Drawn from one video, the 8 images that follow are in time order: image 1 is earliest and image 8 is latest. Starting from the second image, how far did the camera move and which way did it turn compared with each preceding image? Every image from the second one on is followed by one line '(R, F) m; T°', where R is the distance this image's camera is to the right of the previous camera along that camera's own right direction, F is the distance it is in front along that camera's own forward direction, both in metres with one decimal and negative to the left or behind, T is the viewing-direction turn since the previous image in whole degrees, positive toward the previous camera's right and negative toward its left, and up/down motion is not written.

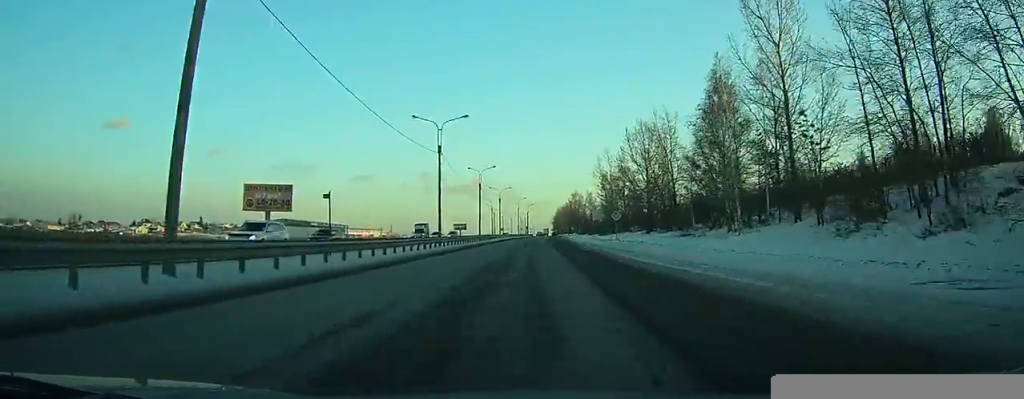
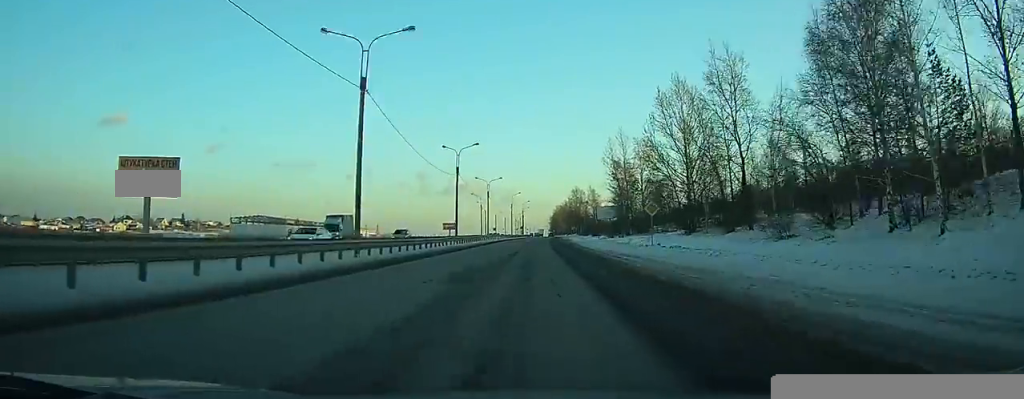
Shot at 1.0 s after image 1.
(-0.1, +22.2) m; -1°
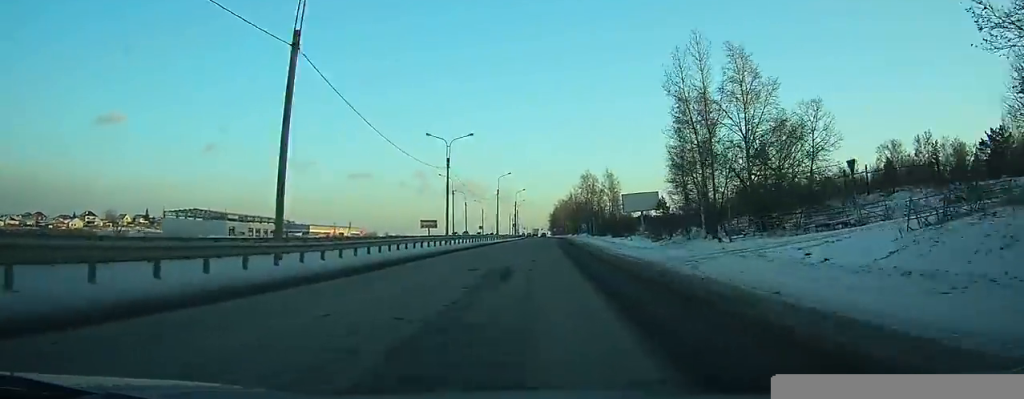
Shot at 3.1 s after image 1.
(-0.3, +45.5) m; 0°
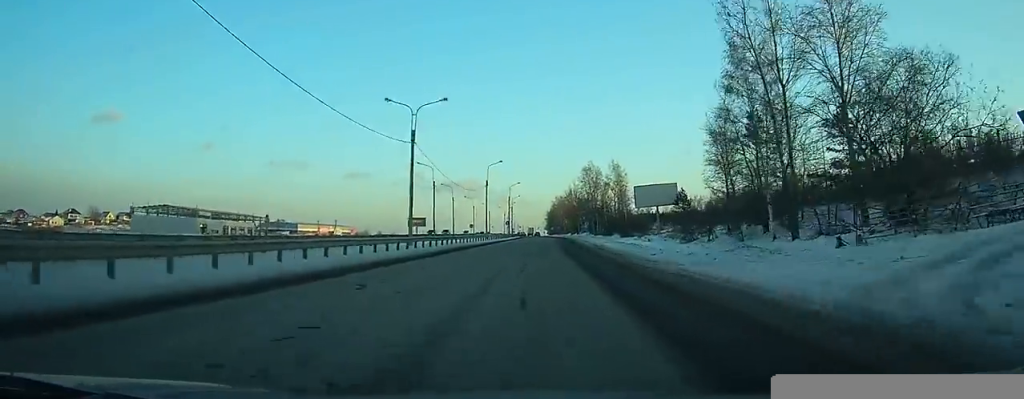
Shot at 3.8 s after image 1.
(0.0, +15.4) m; 0°
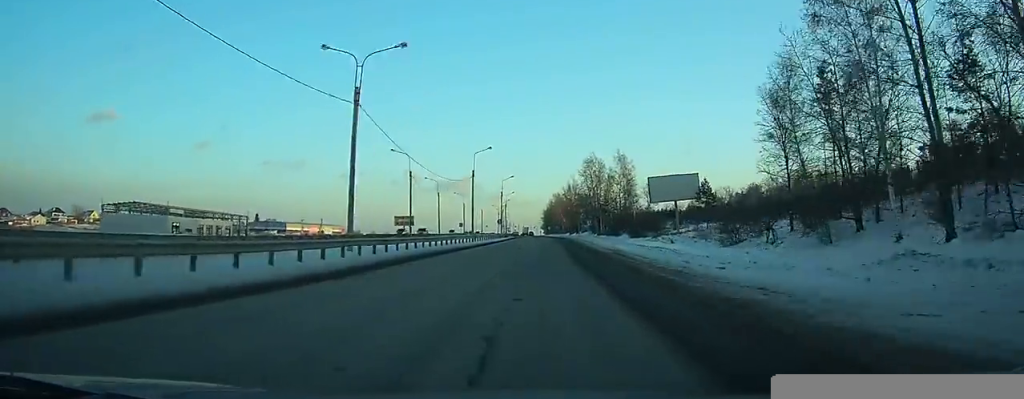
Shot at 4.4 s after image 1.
(-0.1, +13.1) m; 0°
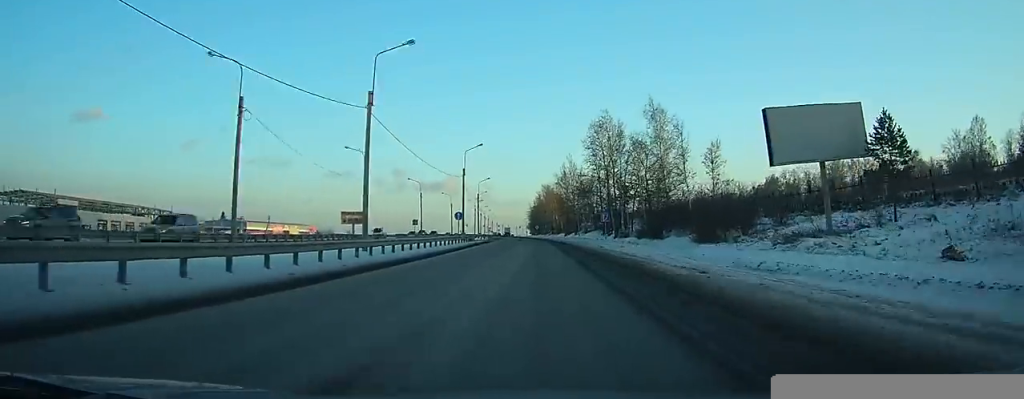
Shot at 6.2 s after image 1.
(+0.5, +39.1) m; +1°
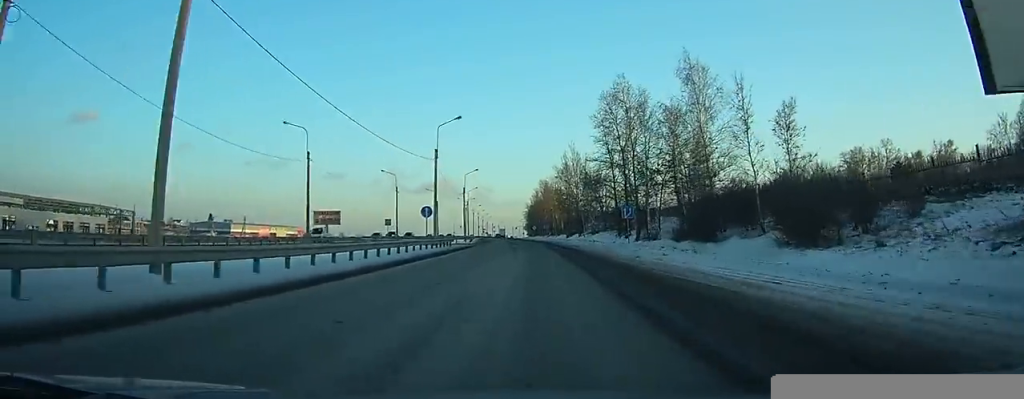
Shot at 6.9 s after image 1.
(+0.1, +16.6) m; 0°
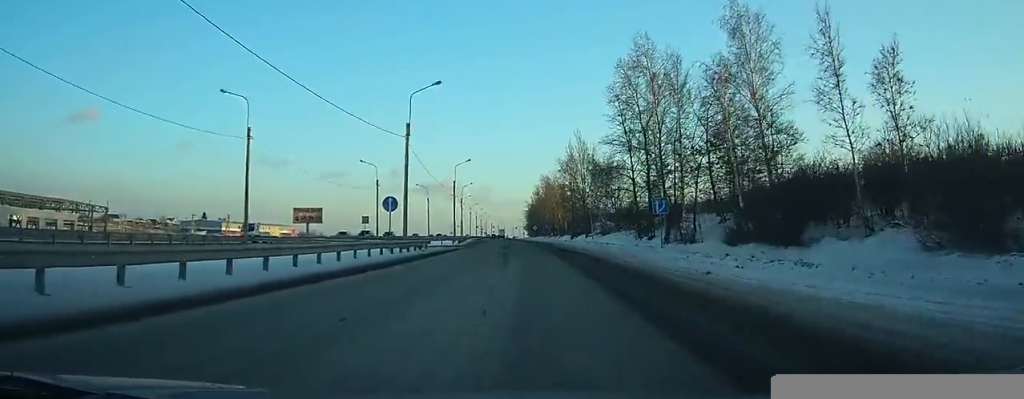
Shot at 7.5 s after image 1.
(+0.1, +11.5) m; 0°
